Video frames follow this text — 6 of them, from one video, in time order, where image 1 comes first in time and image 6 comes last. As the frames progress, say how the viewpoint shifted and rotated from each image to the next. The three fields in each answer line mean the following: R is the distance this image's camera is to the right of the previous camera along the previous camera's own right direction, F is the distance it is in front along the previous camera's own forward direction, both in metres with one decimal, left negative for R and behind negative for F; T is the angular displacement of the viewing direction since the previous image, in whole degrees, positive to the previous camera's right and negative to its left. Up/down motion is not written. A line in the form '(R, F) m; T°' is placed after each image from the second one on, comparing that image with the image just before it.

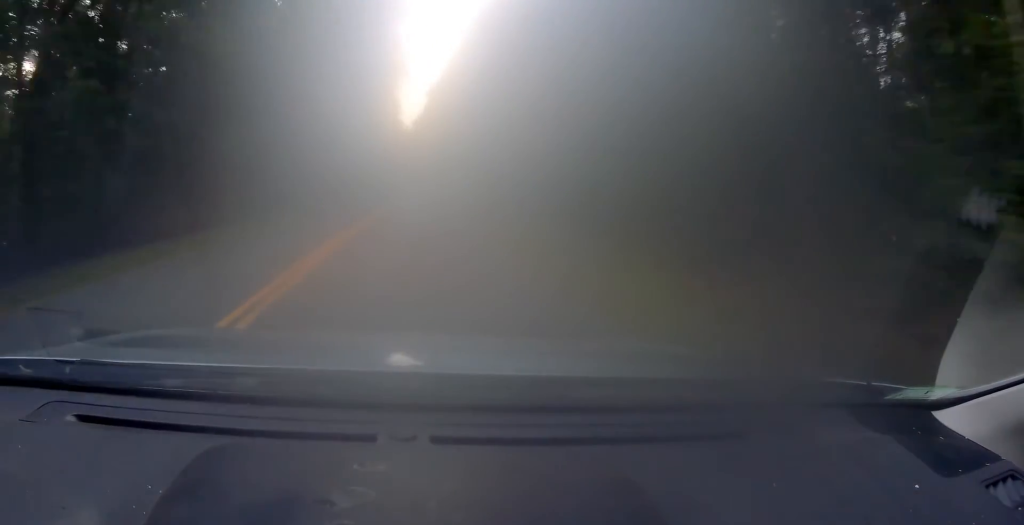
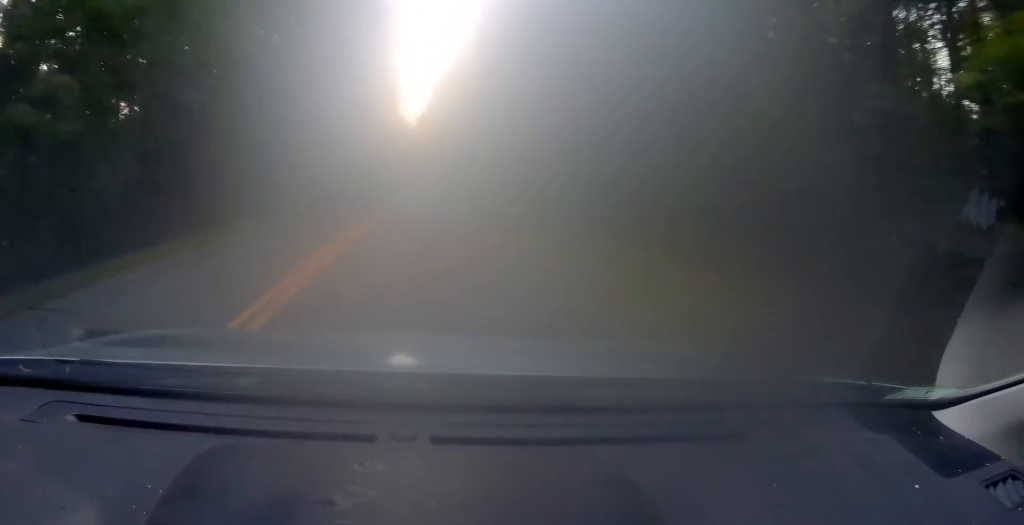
(0.0, +10.6) m; 0°
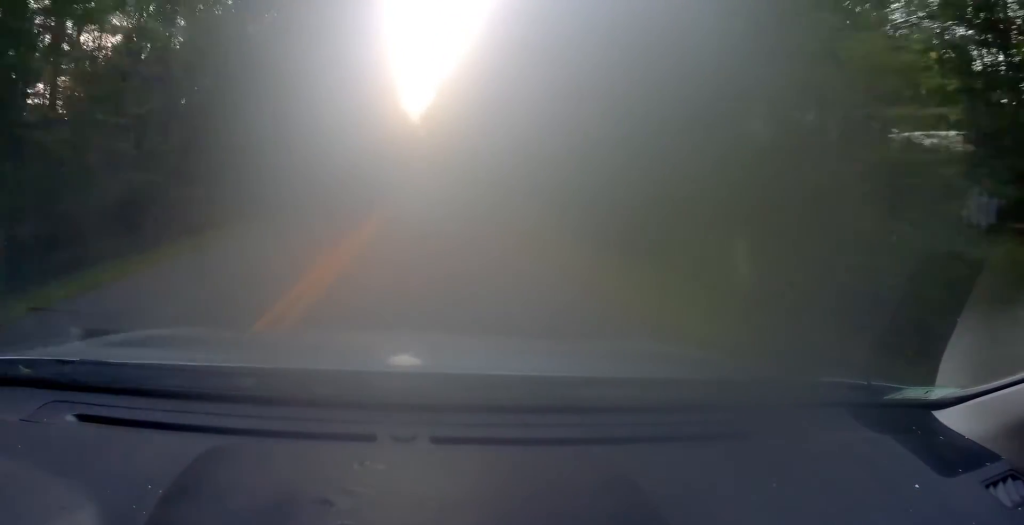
(-0.1, +18.2) m; -1°
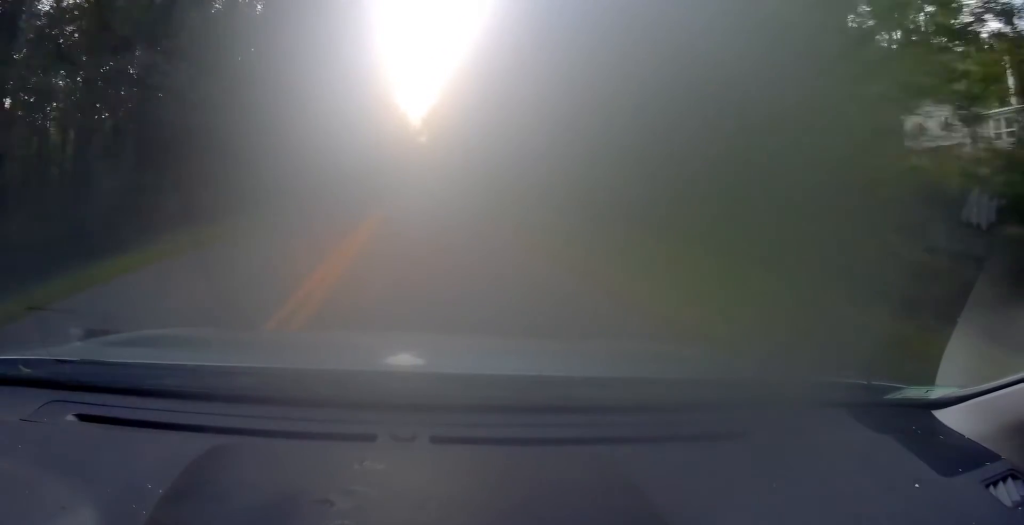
(-0.2, +24.9) m; -1°
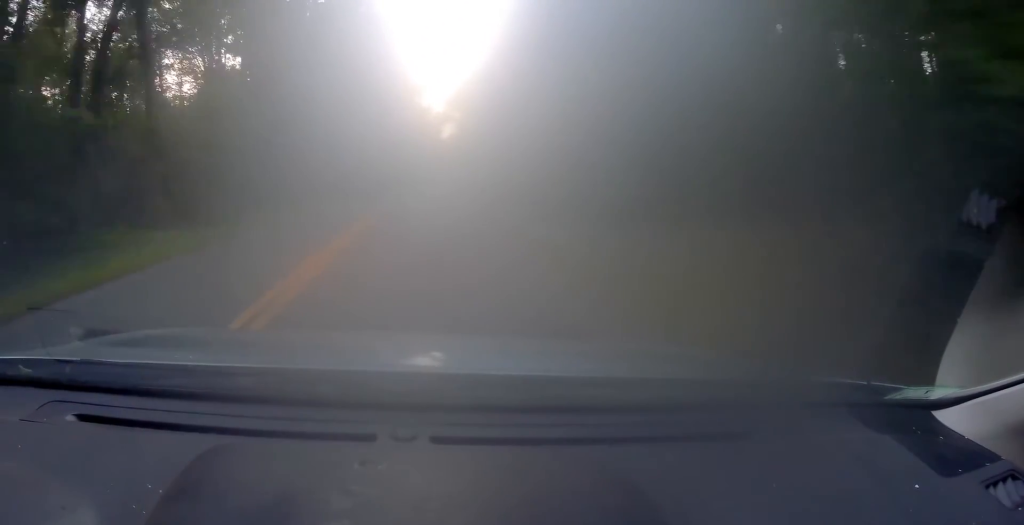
(-0.8, +59.7) m; 0°
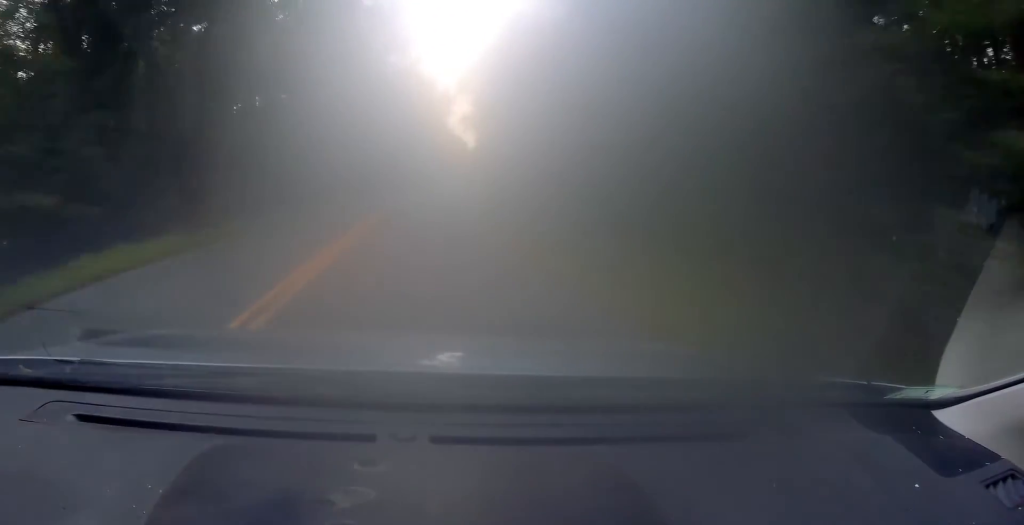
(+0.4, +37.3) m; +1°
